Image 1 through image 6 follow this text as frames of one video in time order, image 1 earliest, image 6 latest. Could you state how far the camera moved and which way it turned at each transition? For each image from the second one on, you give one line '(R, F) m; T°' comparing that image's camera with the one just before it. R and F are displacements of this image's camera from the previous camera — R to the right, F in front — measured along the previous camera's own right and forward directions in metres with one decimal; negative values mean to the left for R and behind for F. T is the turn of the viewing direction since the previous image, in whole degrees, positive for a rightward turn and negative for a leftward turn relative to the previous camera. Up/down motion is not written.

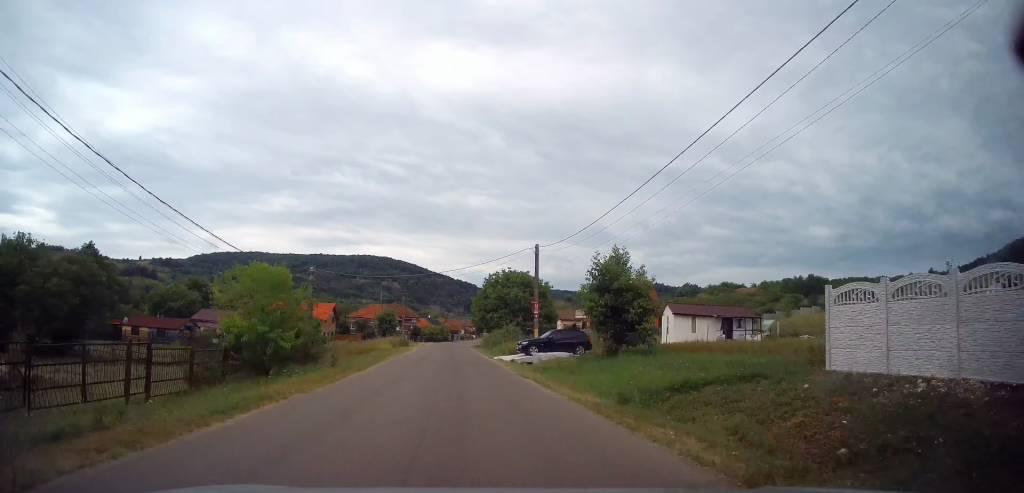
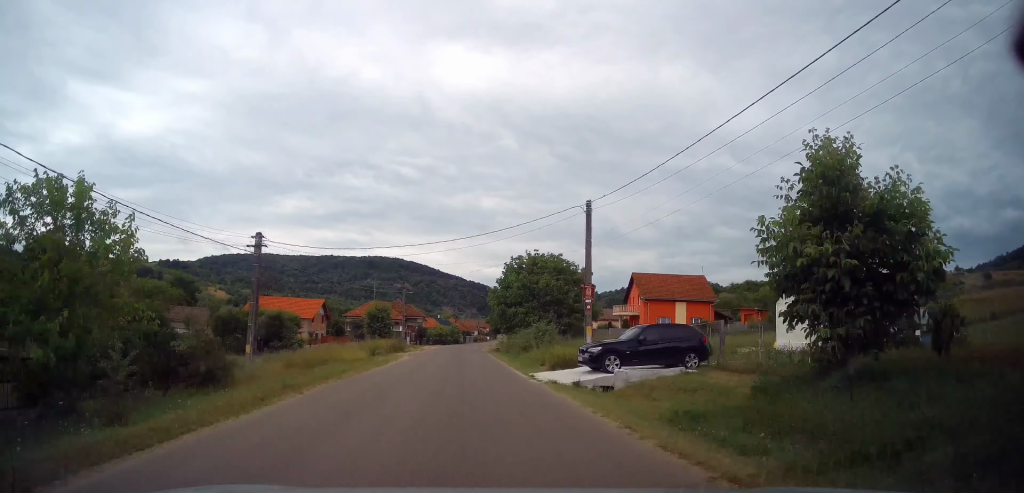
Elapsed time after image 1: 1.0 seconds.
(-0.6, +14.2) m; -3°
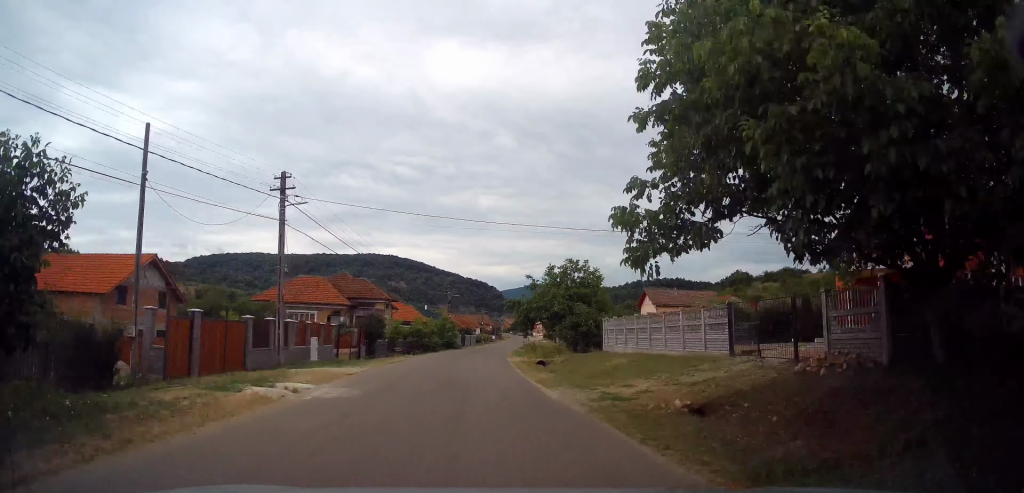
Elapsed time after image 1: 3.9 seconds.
(+1.0, +42.8) m; +3°
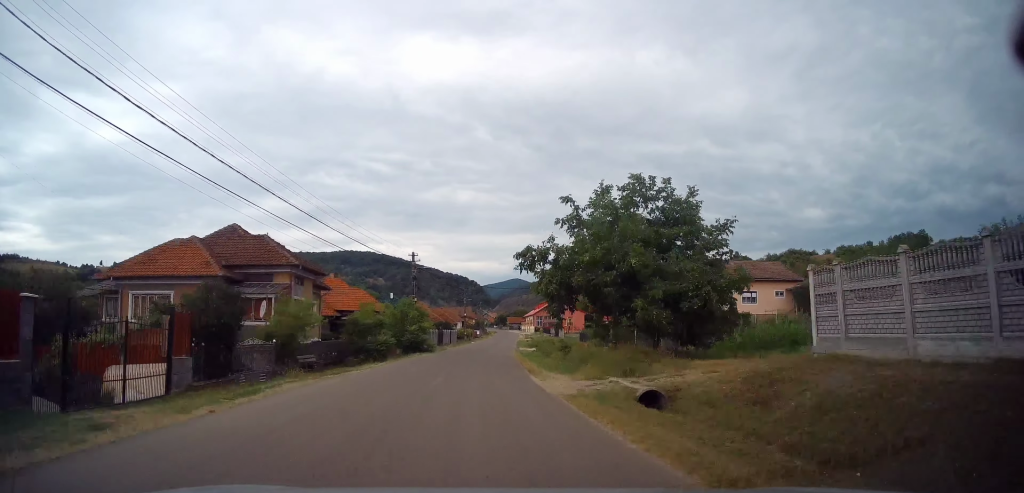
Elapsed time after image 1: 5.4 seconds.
(+0.1, +22.7) m; +1°
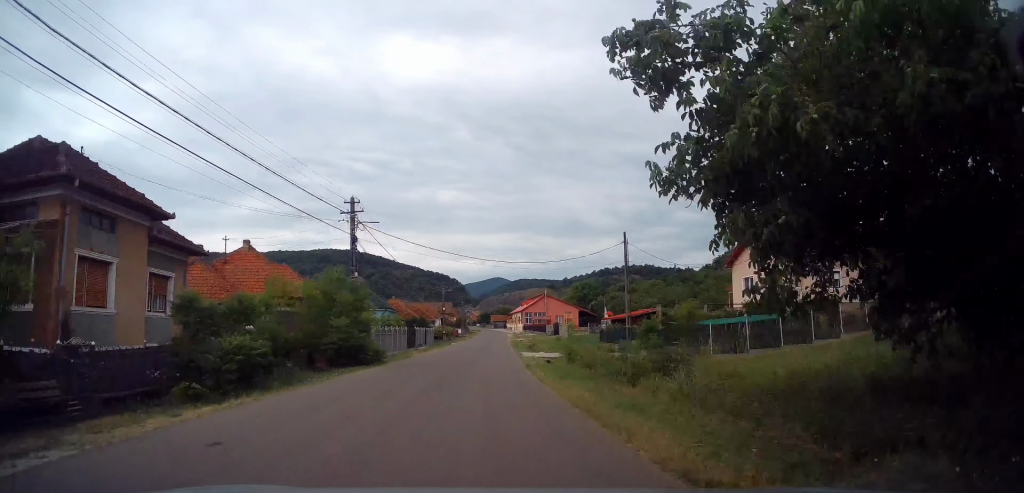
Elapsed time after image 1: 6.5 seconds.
(+0.3, +16.2) m; +3°
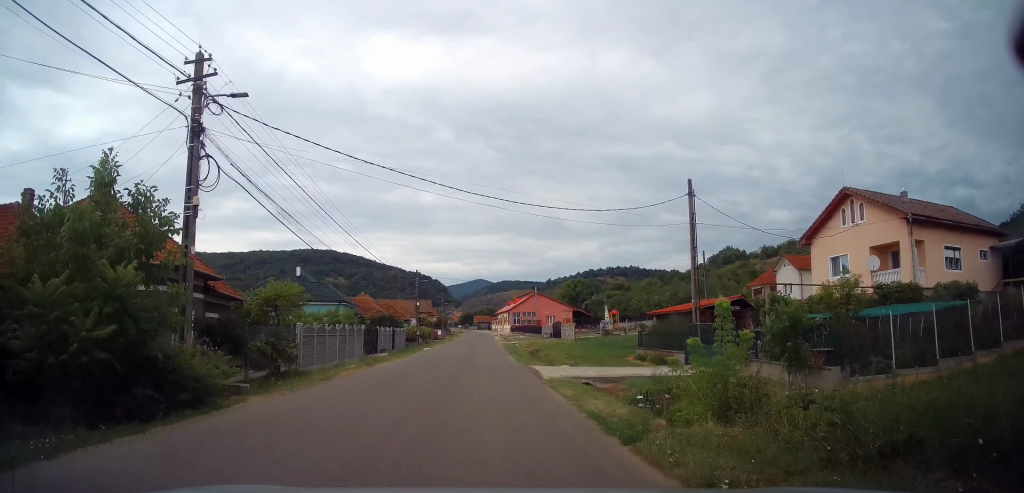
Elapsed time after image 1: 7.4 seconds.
(+0.3, +13.7) m; +1°
